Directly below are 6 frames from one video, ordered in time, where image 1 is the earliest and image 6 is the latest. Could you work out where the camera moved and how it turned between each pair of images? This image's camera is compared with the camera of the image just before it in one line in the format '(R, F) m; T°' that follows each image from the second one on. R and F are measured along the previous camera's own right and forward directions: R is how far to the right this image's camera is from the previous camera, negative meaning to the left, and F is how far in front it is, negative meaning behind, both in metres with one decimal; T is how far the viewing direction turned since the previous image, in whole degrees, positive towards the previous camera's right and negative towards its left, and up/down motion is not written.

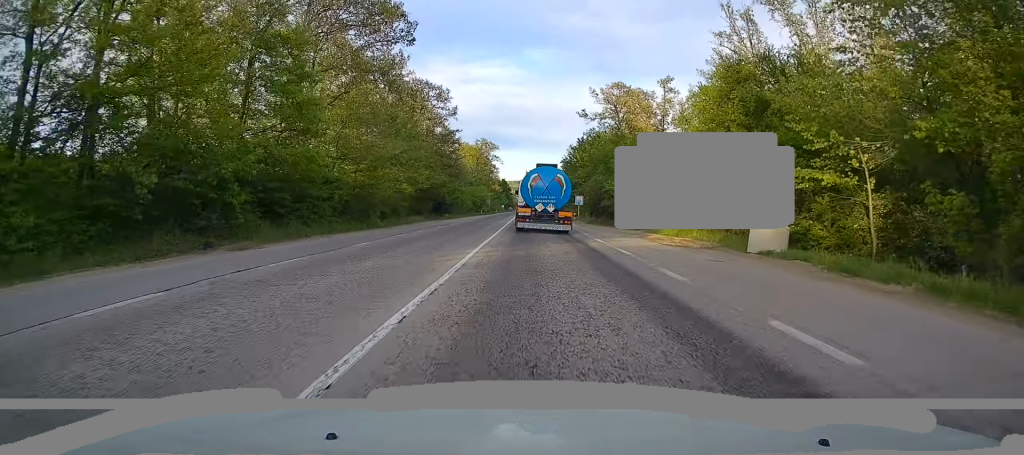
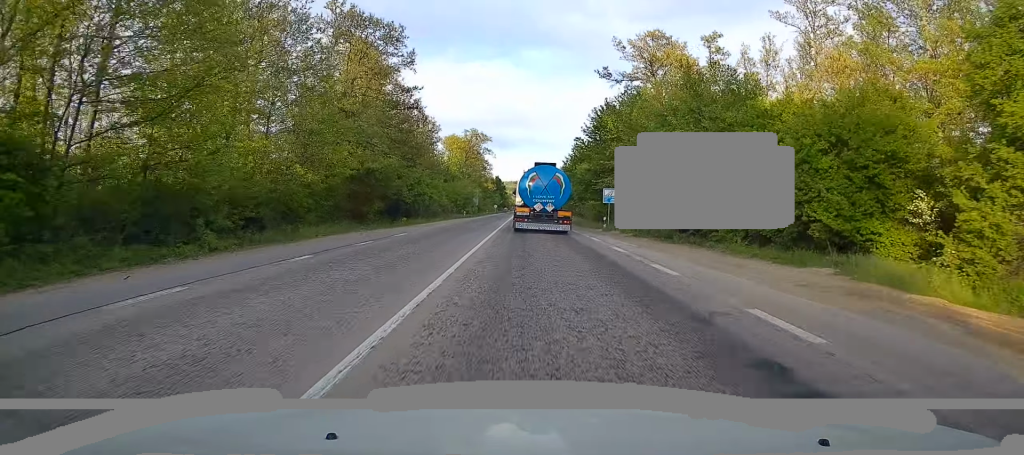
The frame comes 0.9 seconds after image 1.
(+0.2, +23.1) m; +1°
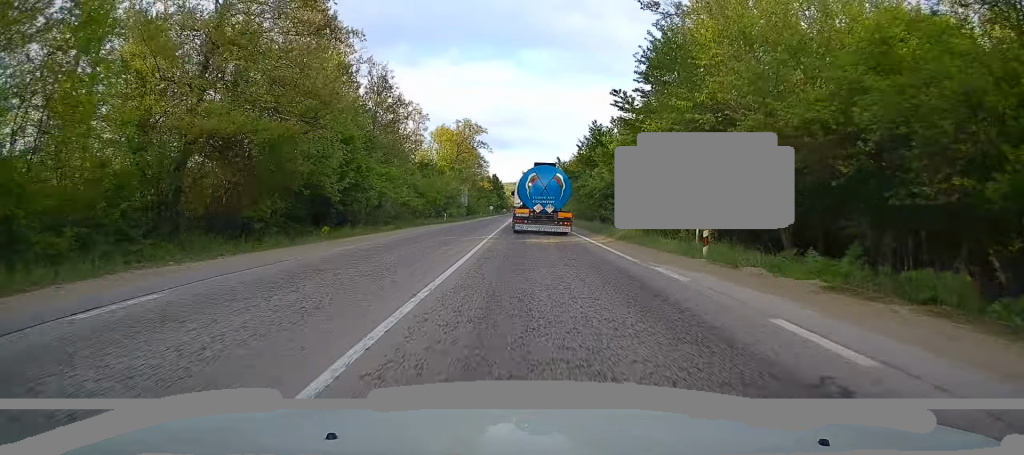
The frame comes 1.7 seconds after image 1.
(+0.1, +18.9) m; 0°
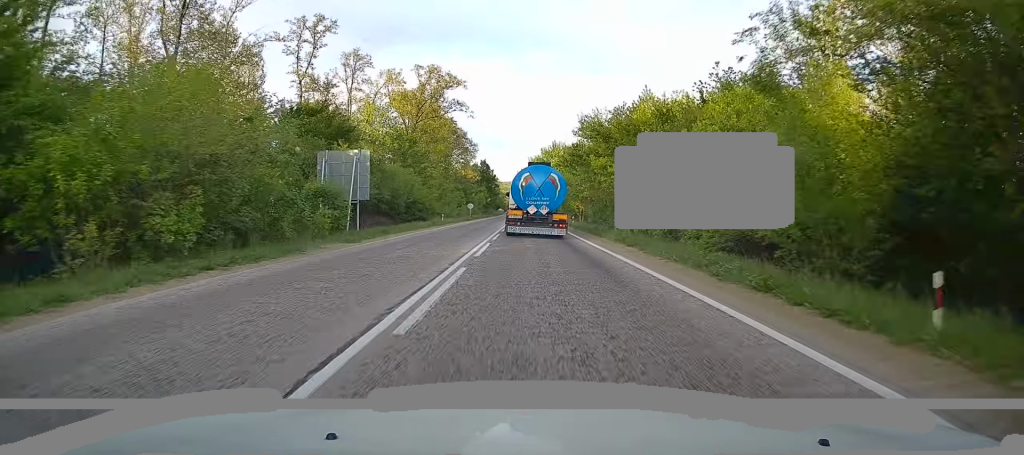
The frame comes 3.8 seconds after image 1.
(+0.5, +51.0) m; 0°
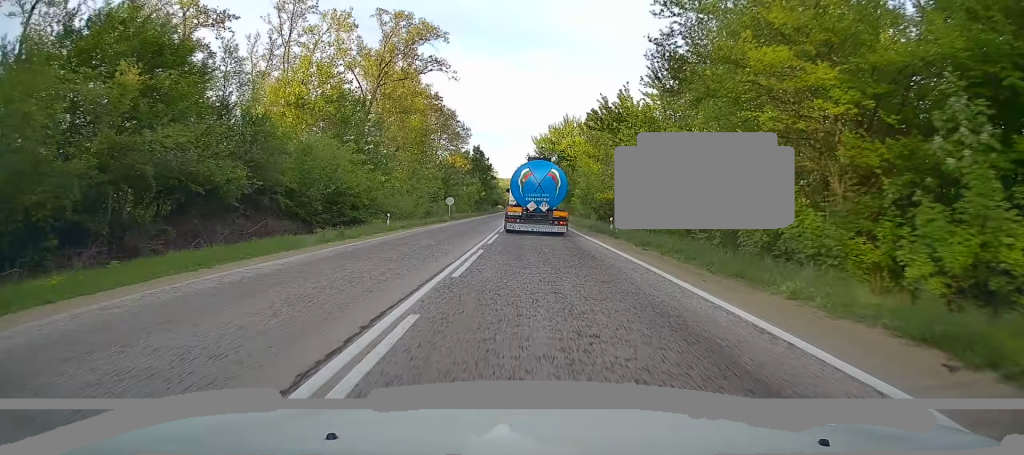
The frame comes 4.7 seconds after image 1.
(-0.3, +23.0) m; -1°
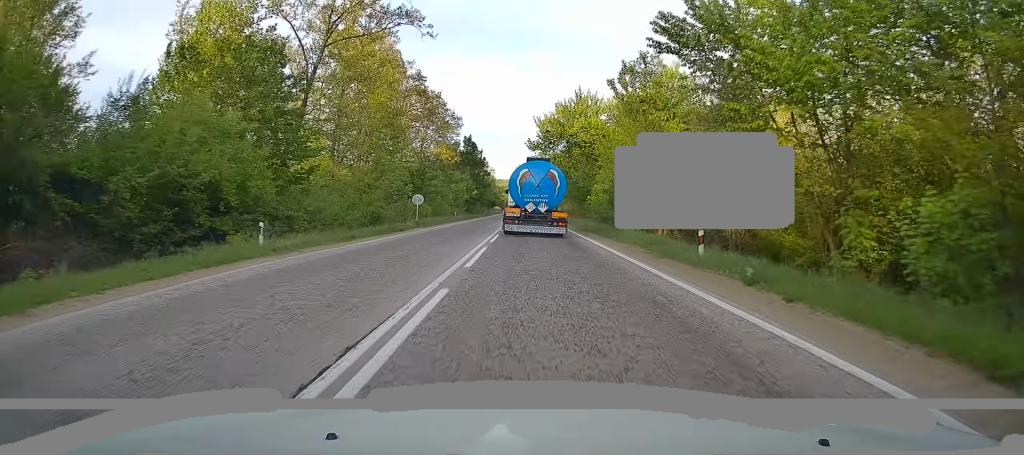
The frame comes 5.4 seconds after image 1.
(-0.2, +16.4) m; 0°
